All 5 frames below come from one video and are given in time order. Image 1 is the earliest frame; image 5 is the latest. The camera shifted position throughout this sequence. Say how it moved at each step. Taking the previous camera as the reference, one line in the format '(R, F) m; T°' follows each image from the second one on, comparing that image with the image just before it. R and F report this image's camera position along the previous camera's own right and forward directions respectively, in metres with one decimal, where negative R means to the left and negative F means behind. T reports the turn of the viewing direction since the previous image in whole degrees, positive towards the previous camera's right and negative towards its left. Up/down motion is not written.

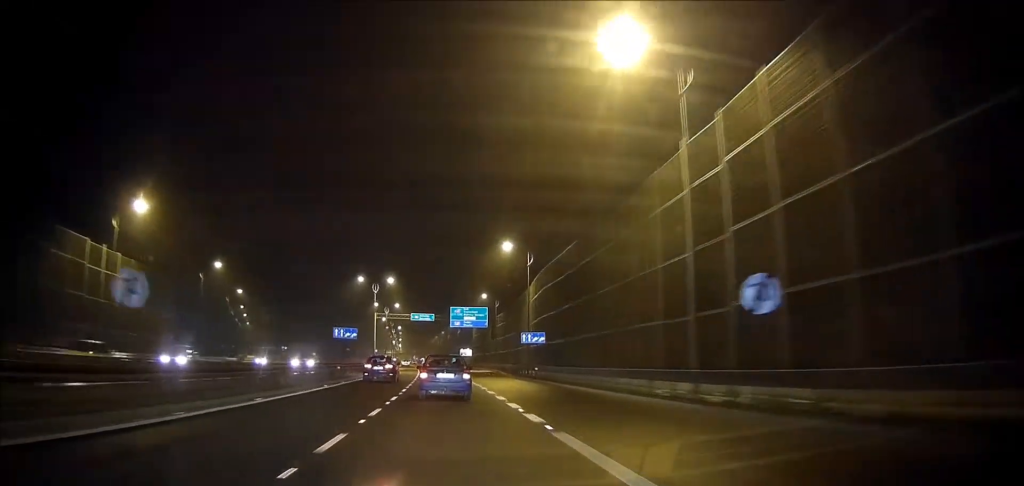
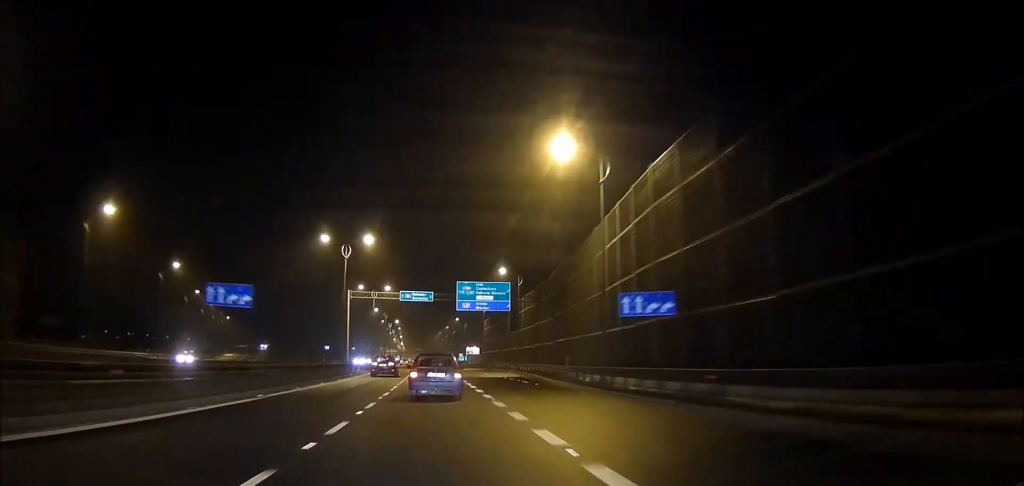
(-0.1, +27.5) m; -1°
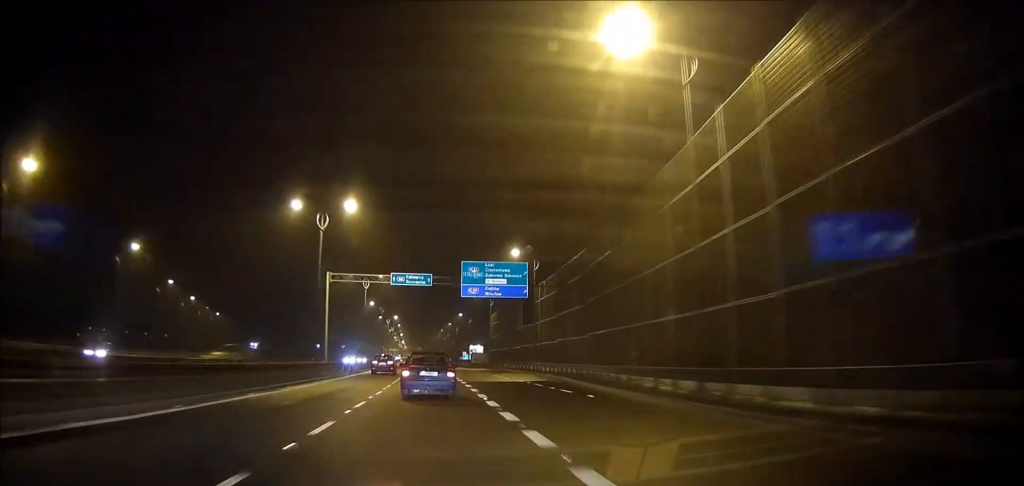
(0.0, +12.1) m; 0°
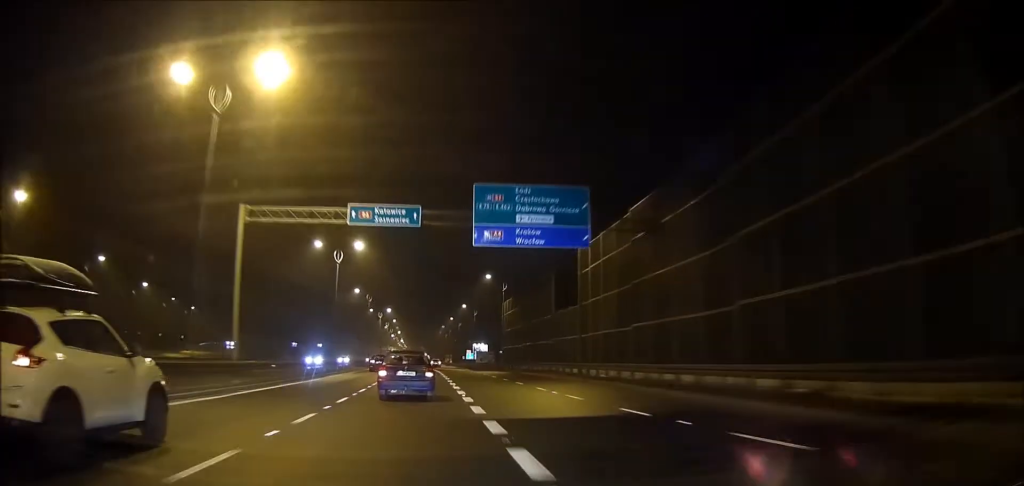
(-0.1, +22.3) m; 0°
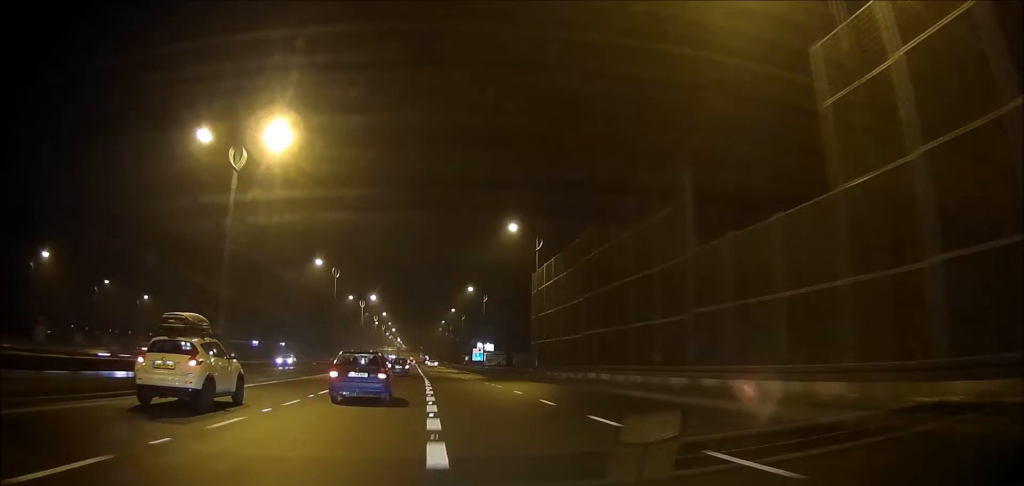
(0.0, +31.3) m; 0°
